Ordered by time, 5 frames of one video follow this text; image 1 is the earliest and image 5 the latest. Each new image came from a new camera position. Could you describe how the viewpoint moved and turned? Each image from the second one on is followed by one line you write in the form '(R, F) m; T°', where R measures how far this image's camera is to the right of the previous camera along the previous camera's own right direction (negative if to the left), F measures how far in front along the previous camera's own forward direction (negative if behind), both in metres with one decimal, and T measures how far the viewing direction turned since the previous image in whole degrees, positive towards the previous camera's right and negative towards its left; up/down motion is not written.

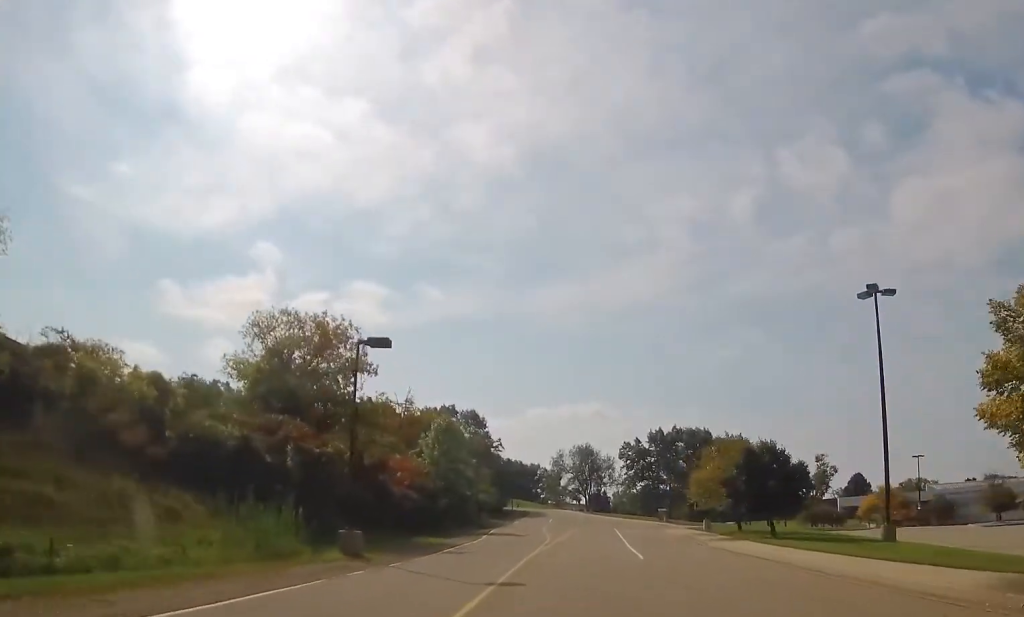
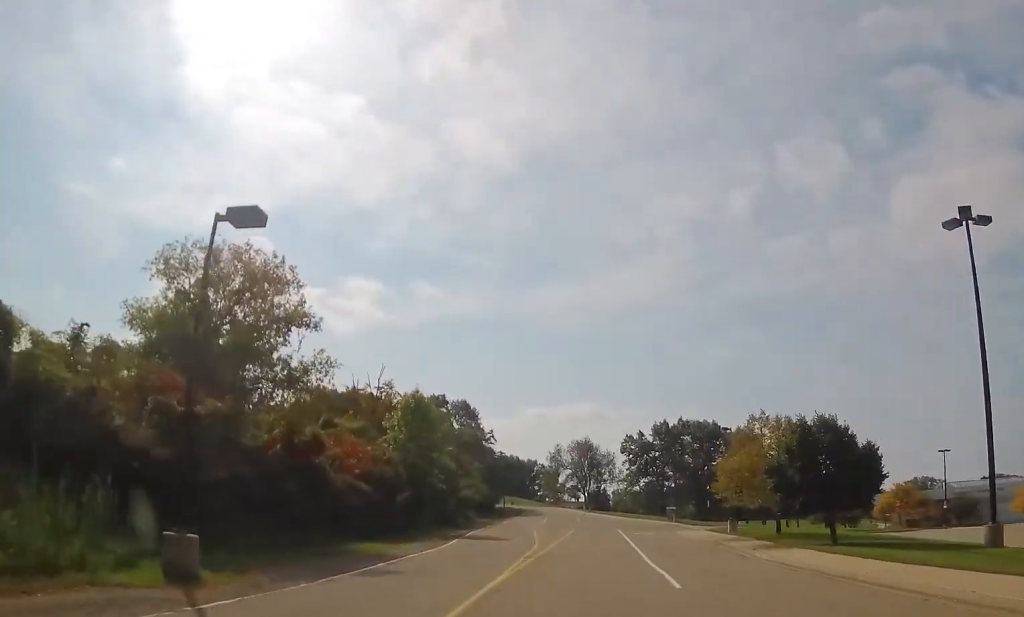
(+0.1, +10.6) m; +1°
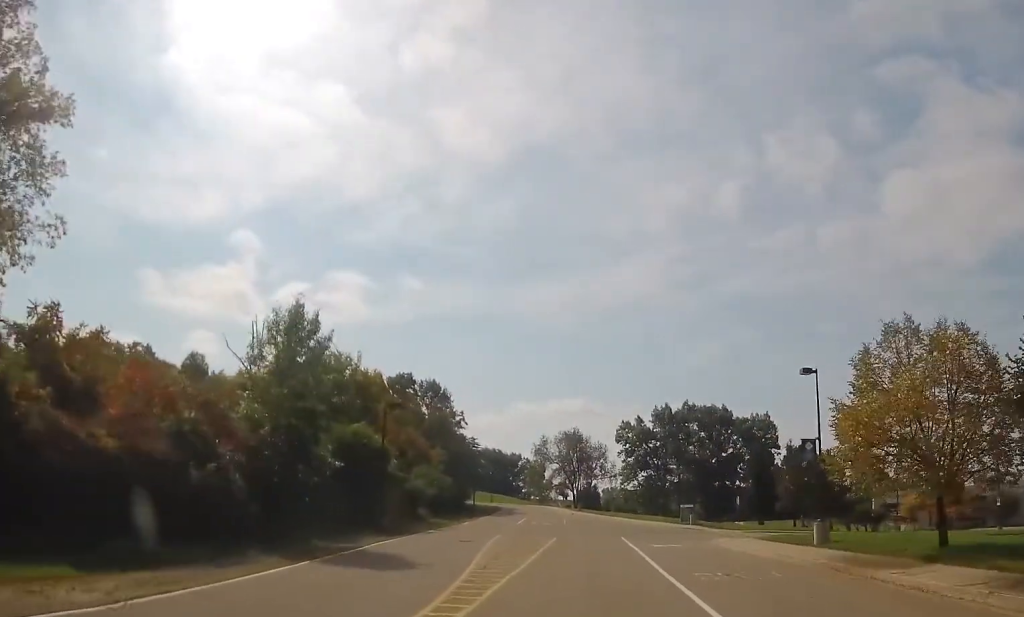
(0.0, +20.3) m; 0°
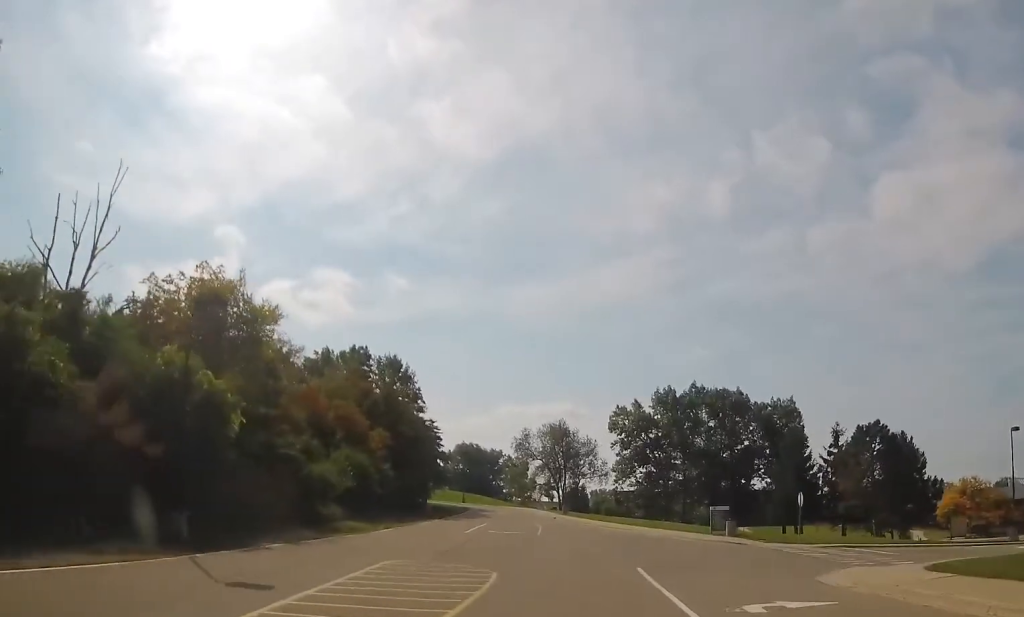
(0.0, +20.5) m; -1°
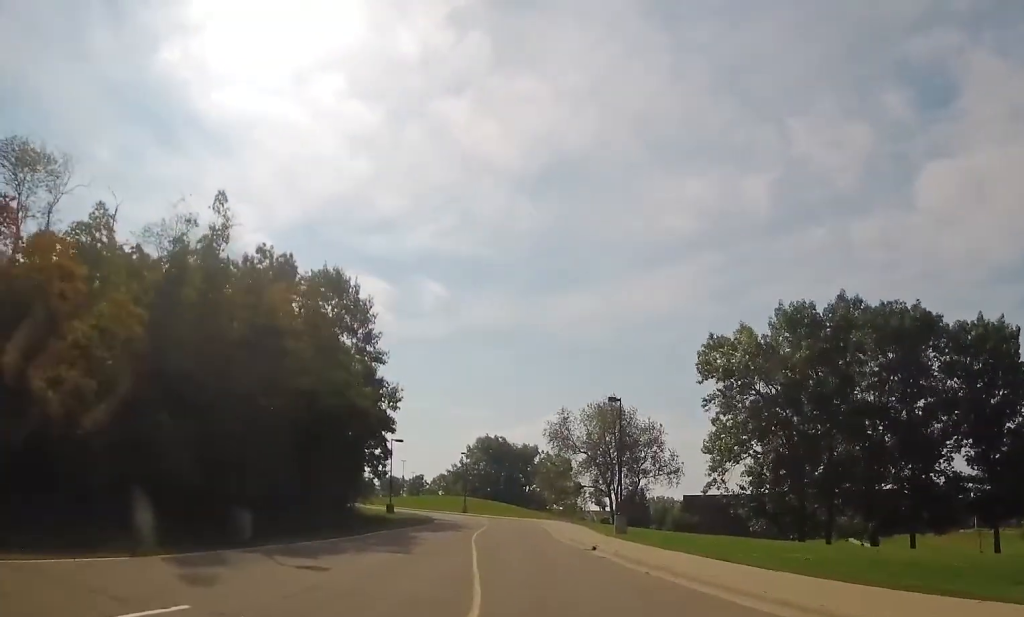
(-2.0, +43.1) m; -6°
